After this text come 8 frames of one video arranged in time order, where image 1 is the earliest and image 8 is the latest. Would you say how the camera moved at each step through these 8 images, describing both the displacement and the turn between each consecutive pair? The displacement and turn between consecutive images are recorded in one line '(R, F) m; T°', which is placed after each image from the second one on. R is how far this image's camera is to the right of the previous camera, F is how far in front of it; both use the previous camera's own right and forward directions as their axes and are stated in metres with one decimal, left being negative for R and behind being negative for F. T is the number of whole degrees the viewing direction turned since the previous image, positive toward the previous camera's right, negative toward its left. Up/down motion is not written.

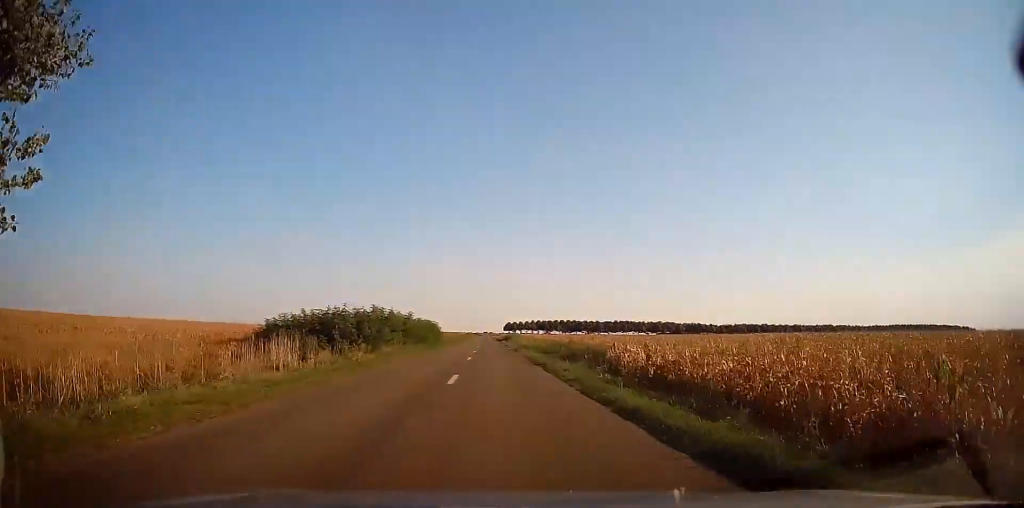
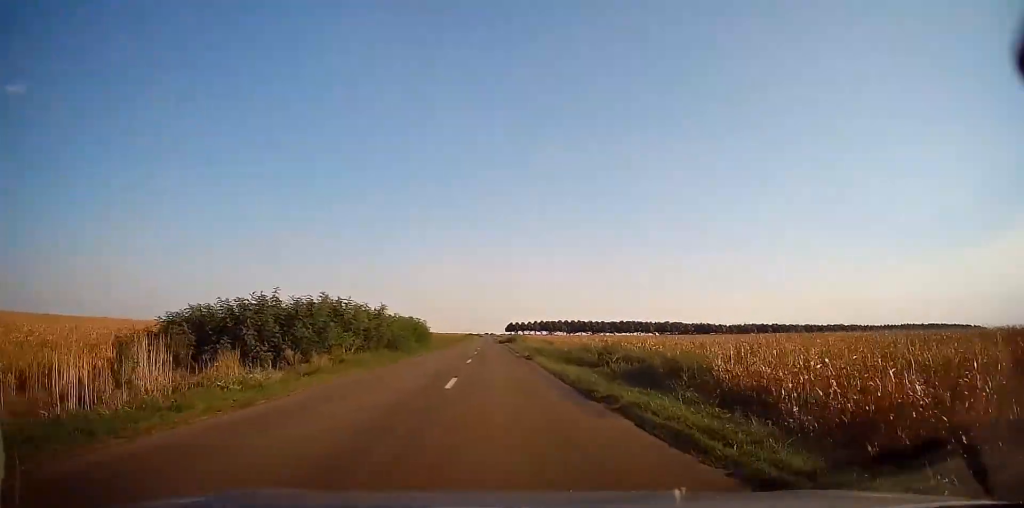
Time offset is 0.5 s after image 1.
(-0.1, +12.9) m; 0°
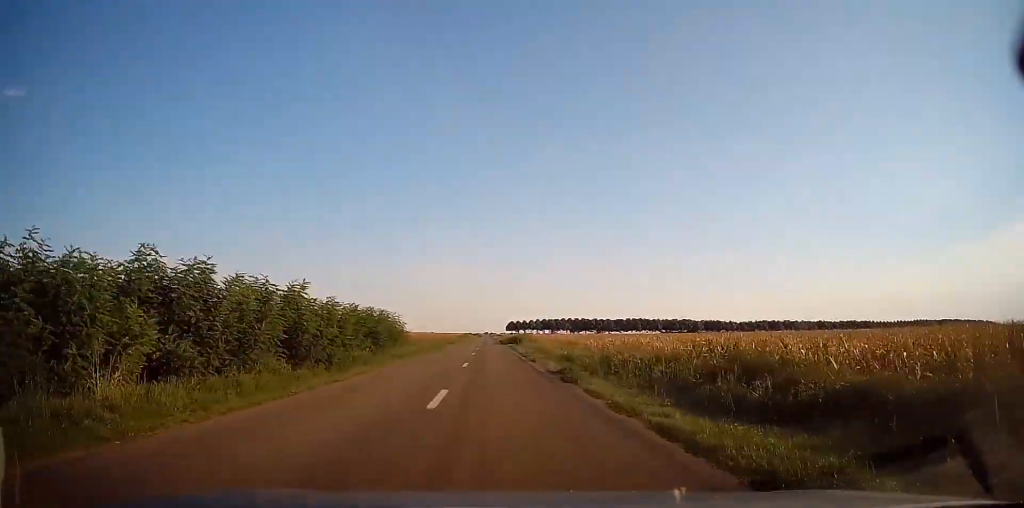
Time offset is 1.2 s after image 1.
(0.0, +15.4) m; 0°
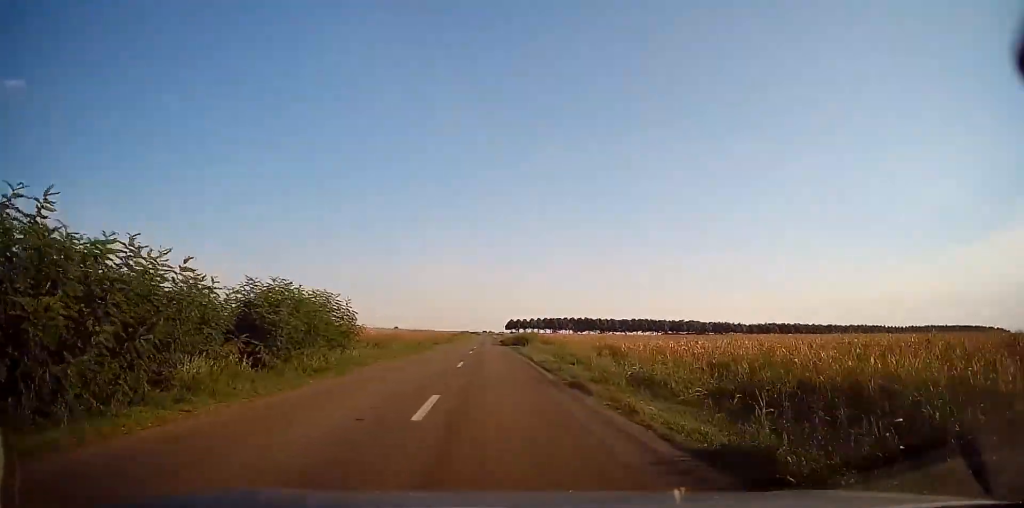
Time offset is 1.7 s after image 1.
(-0.1, +13.4) m; 0°
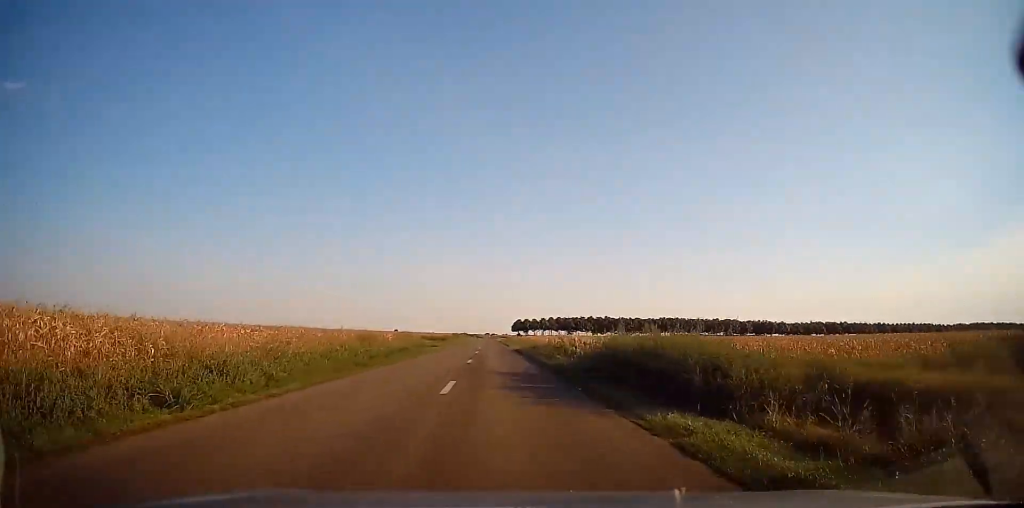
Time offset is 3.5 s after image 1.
(-0.1, +44.2) m; -1°
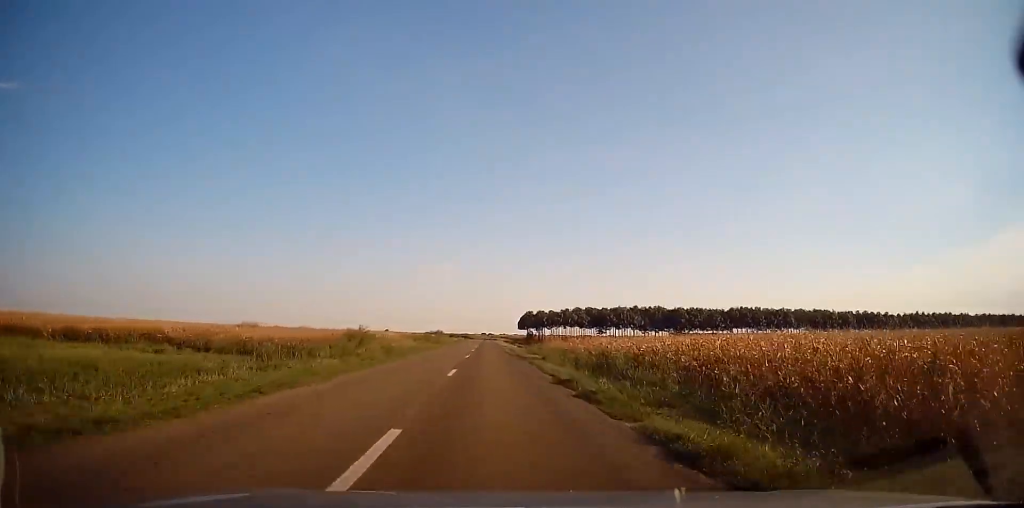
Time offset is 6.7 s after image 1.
(+0.6, +79.7) m; +1°
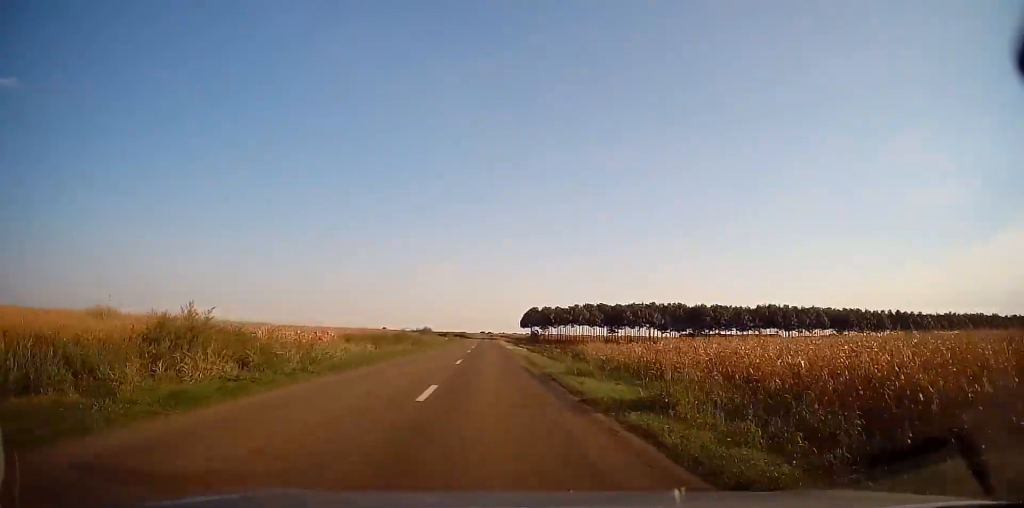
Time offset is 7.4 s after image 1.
(+0.1, +18.3) m; 0°
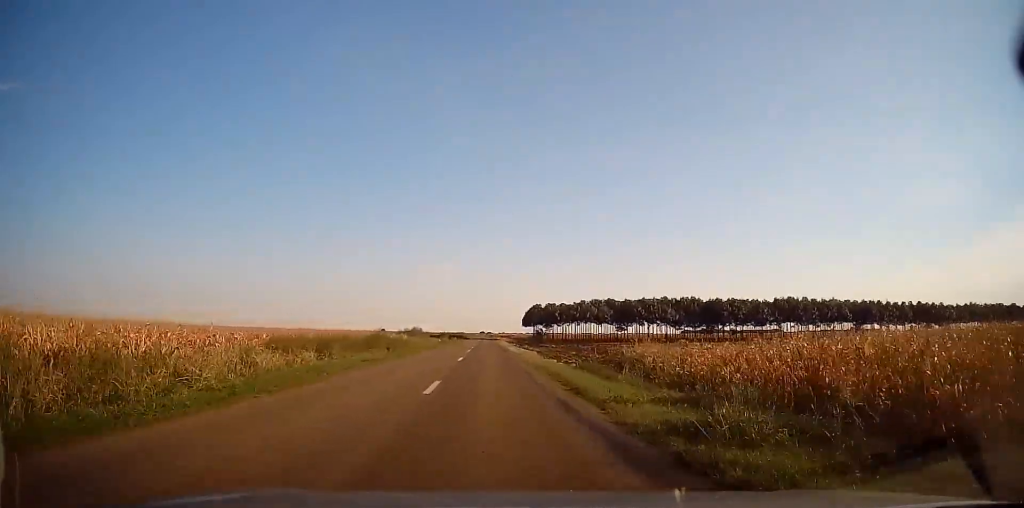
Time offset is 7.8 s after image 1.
(0.0, +10.7) m; 0°
